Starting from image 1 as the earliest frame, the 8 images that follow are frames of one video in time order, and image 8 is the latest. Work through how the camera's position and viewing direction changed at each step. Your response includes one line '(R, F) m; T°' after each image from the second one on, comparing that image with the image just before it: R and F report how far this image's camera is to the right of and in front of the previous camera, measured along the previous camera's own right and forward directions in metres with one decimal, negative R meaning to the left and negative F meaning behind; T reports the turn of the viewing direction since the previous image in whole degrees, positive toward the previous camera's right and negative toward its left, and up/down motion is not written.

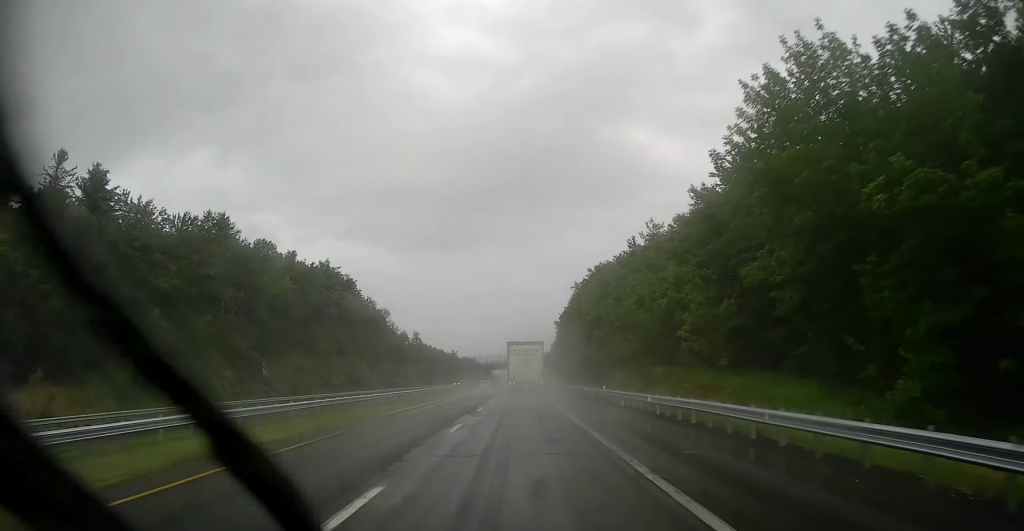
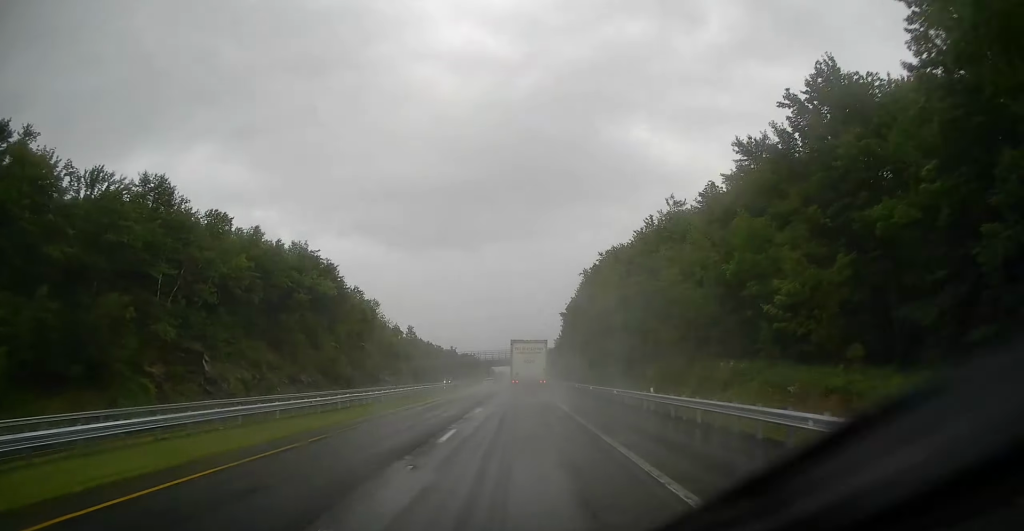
(0.0, +15.3) m; 0°
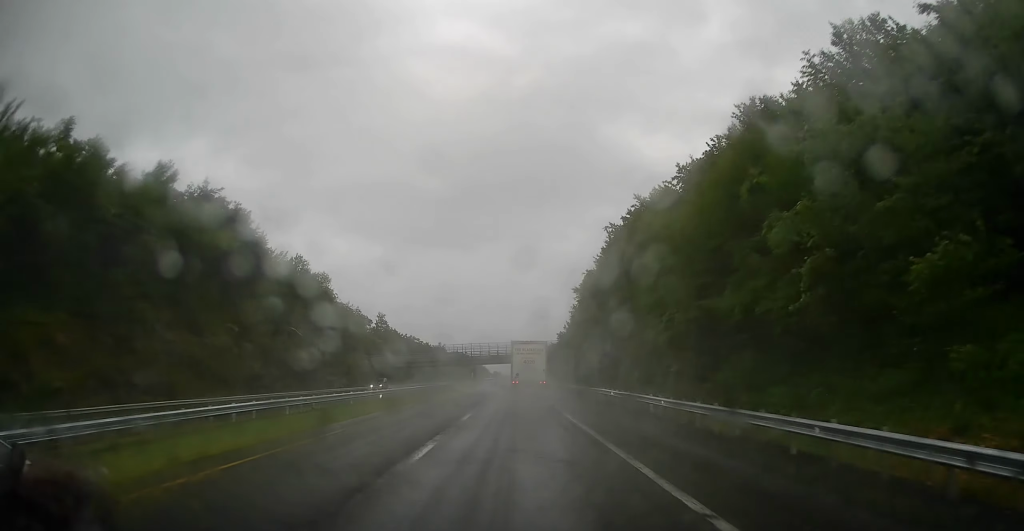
(+0.4, +39.9) m; 0°
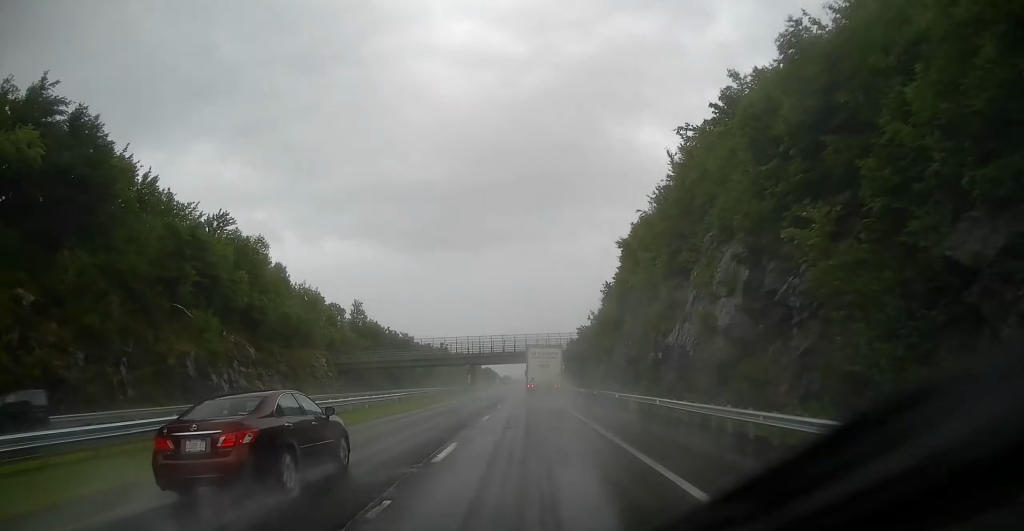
(-0.6, +35.6) m; -1°
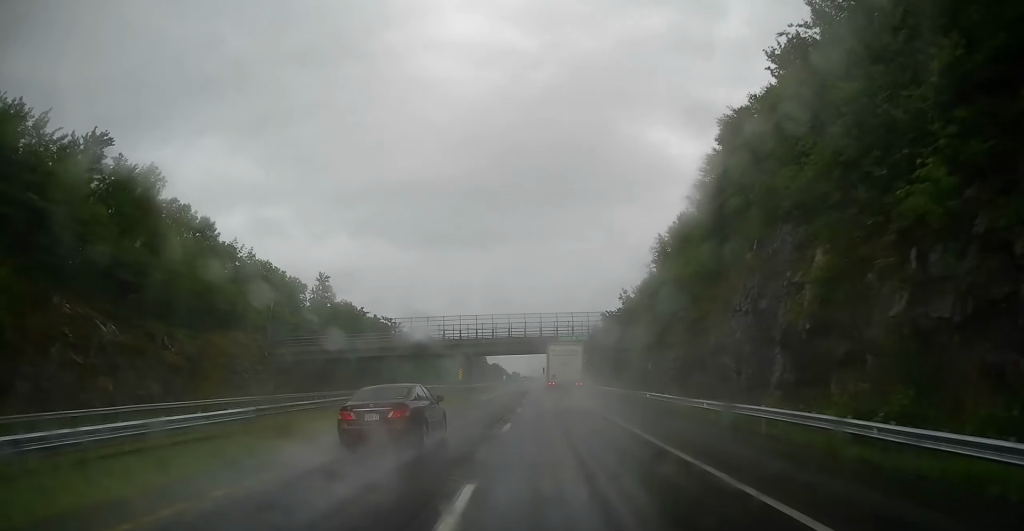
(+0.2, +30.3) m; 0°
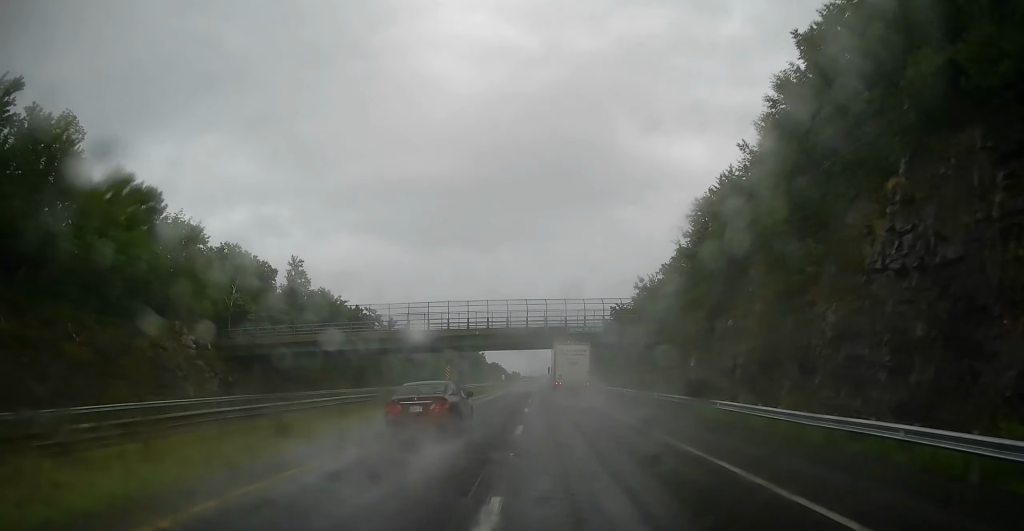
(0.0, +13.5) m; 0°
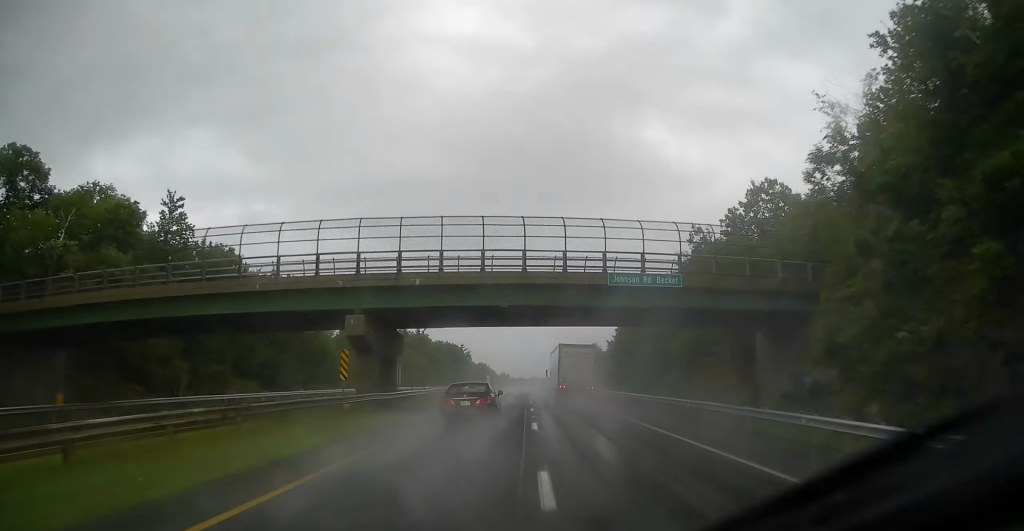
(-0.4, +33.5) m; 0°
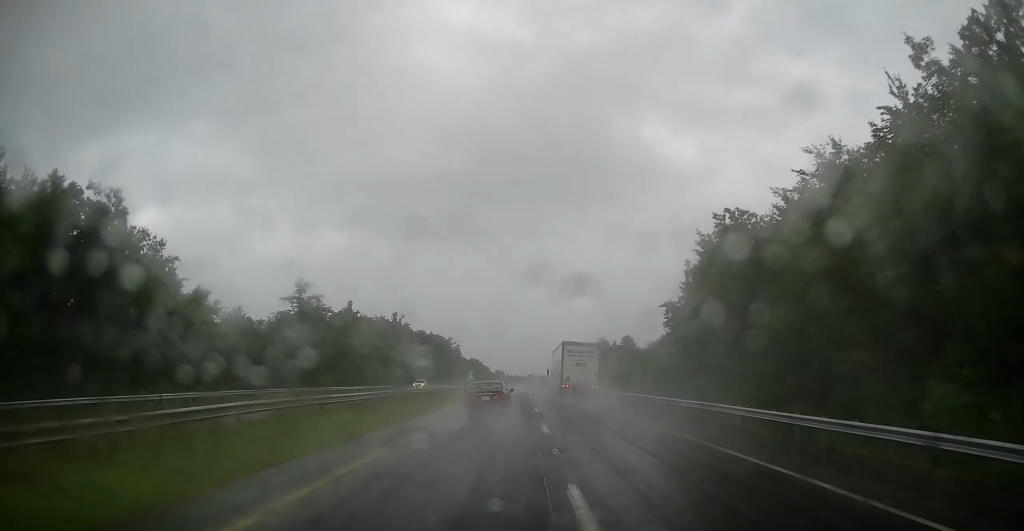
(+0.4, +37.9) m; +1°
